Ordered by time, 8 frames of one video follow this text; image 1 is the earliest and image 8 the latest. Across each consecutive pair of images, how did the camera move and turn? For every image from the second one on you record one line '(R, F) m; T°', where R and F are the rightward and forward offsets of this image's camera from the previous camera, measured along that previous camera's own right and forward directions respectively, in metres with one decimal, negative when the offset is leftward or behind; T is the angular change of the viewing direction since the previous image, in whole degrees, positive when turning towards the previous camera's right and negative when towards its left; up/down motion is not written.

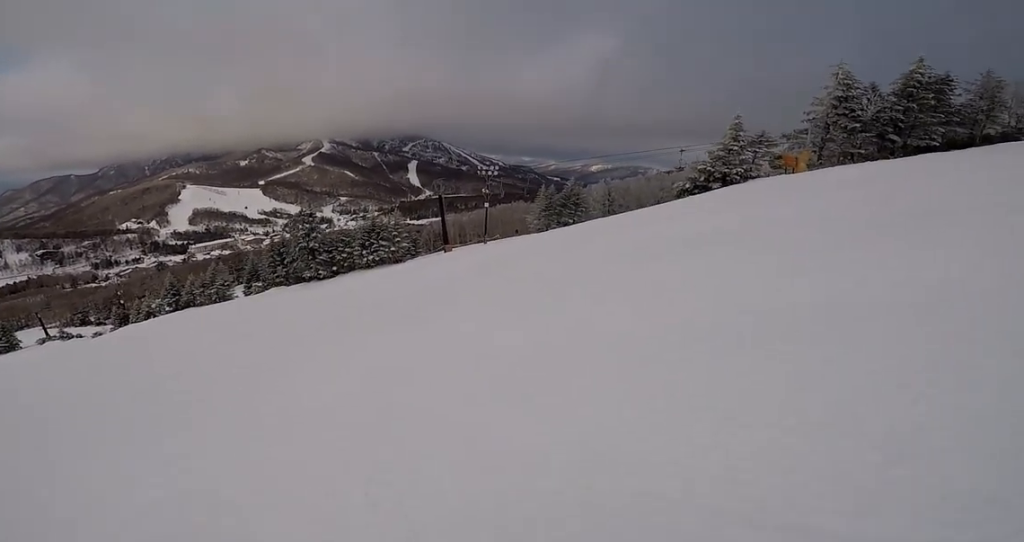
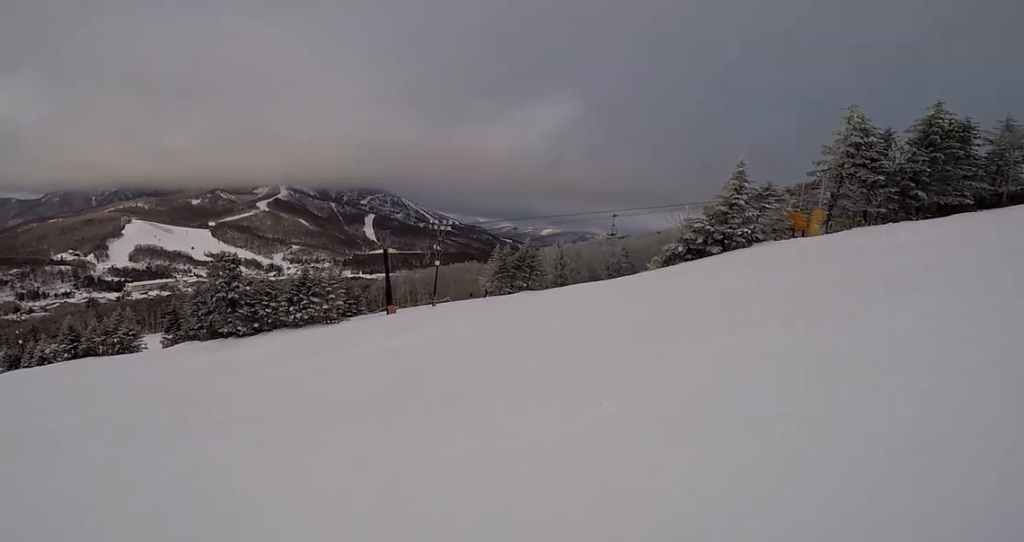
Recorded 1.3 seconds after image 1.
(+0.5, +7.5) m; +10°
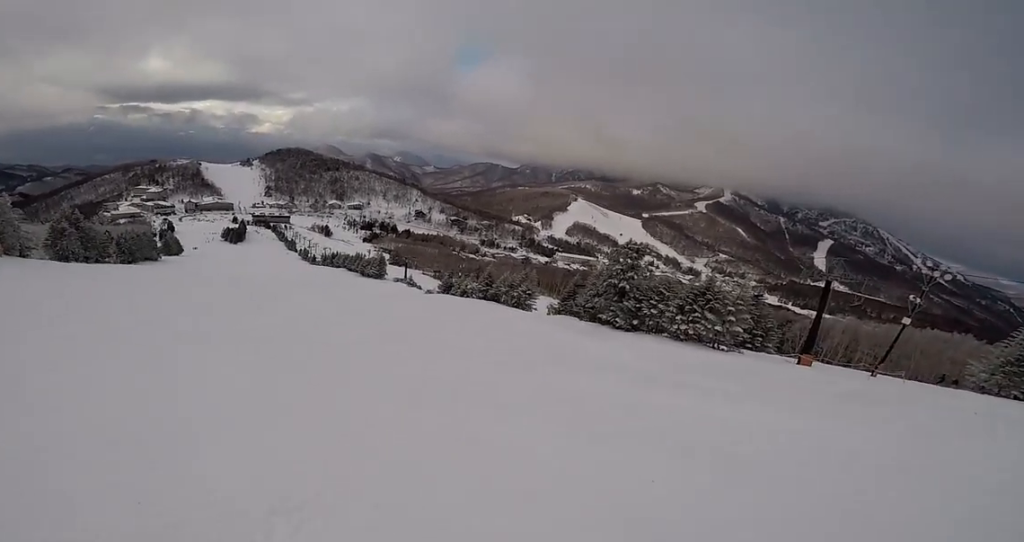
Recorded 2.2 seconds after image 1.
(+0.6, +5.0) m; -19°
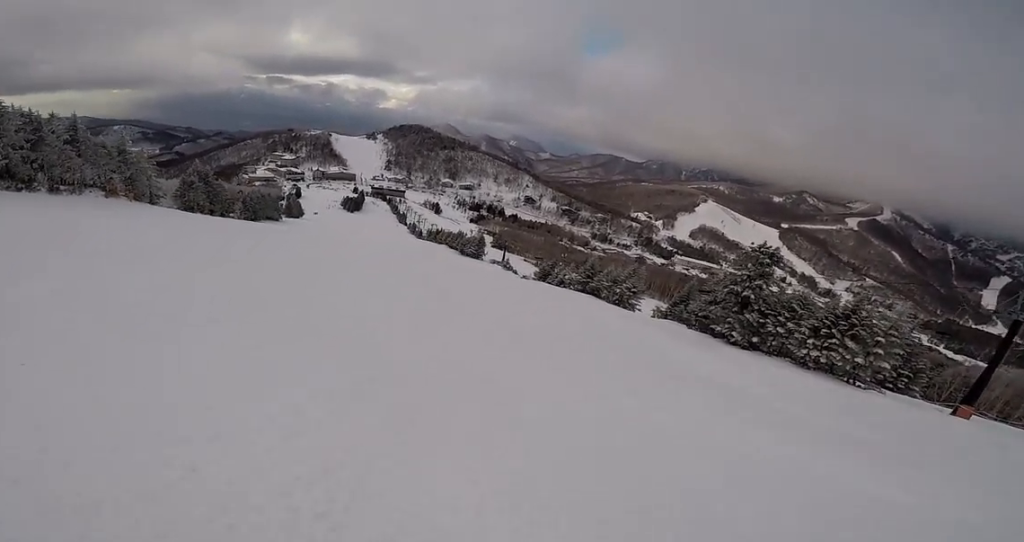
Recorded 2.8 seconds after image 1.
(-0.9, +3.0) m; -18°
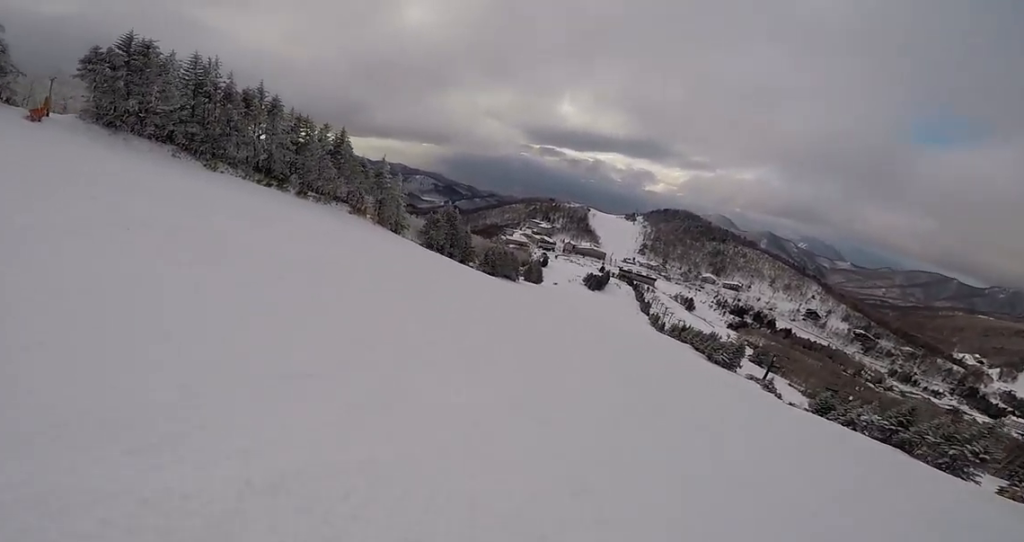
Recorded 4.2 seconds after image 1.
(-3.5, +8.3) m; -43°
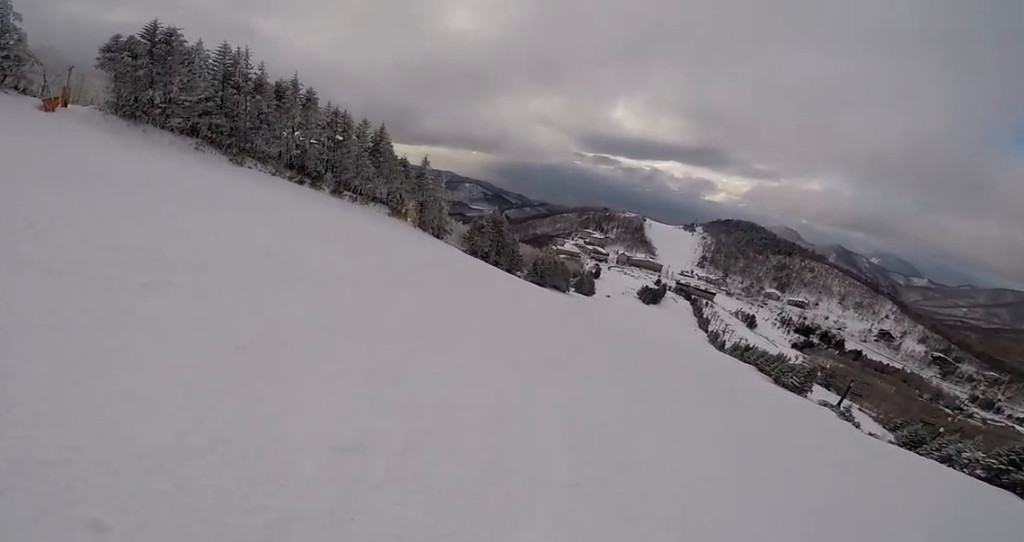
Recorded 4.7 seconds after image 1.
(-0.5, +3.3) m; -13°
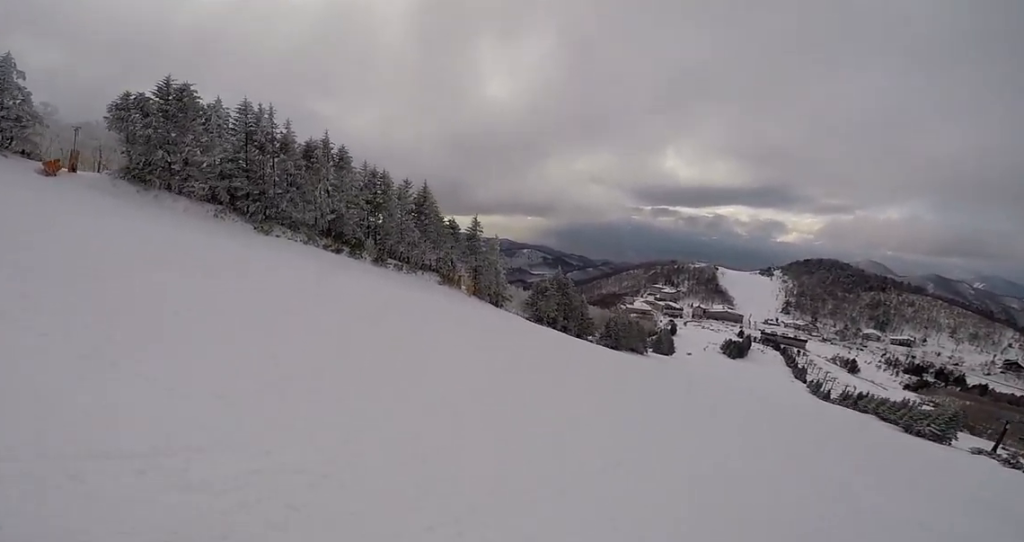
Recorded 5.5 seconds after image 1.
(-0.8, +5.1) m; -18°
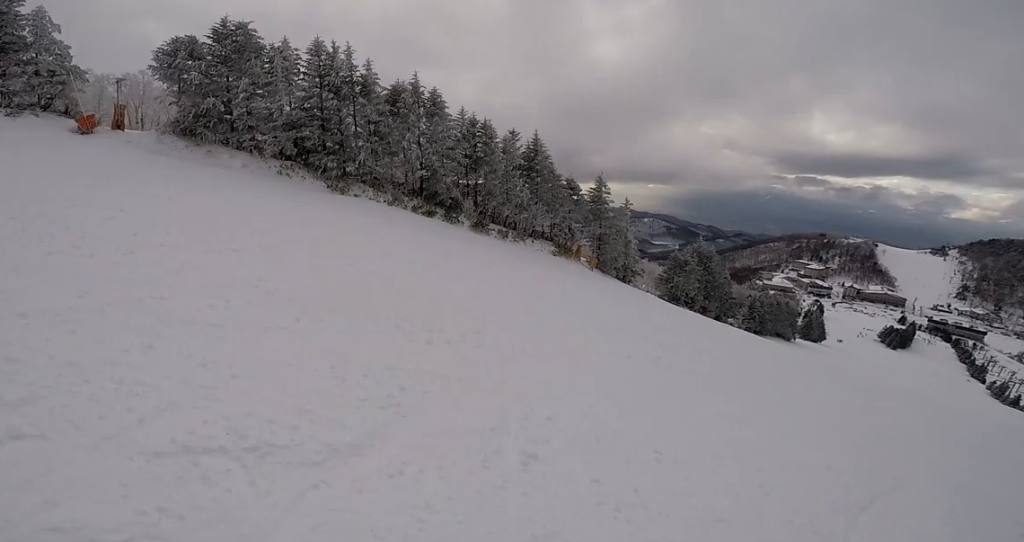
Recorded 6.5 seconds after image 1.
(-1.2, +6.5) m; -15°
